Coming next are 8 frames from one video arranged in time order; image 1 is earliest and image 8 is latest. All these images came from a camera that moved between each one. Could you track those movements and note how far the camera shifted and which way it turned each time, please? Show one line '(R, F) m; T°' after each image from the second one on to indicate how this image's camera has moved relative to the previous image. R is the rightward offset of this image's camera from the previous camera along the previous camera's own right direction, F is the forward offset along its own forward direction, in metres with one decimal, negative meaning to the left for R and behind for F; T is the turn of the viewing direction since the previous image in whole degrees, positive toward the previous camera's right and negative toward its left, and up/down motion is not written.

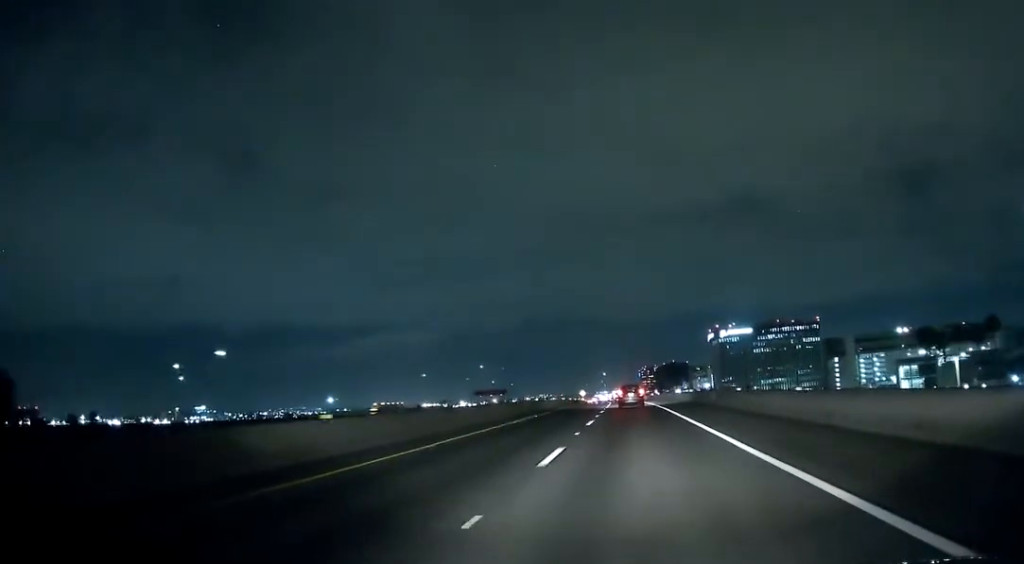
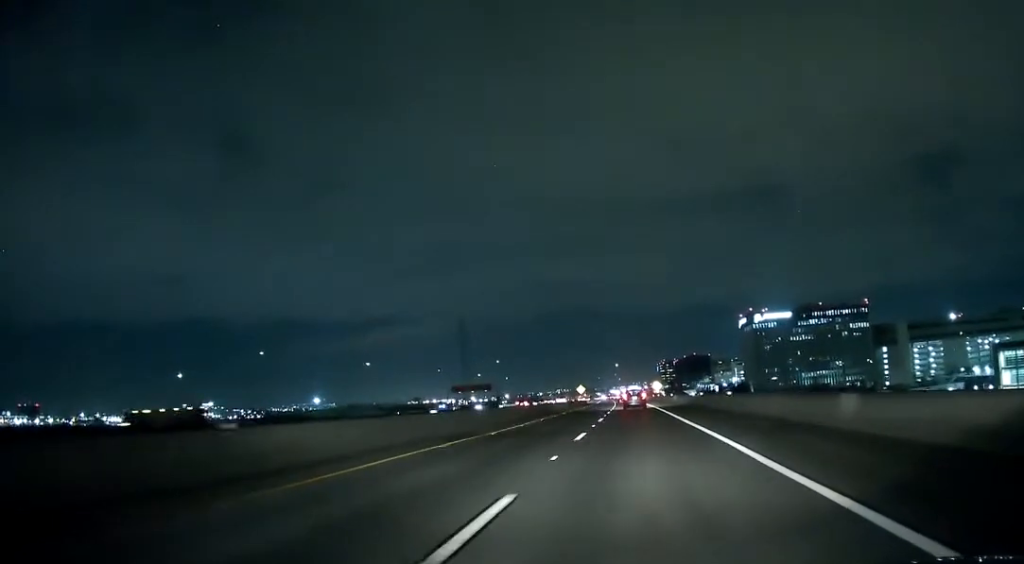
(-1.0, +65.4) m; -1°
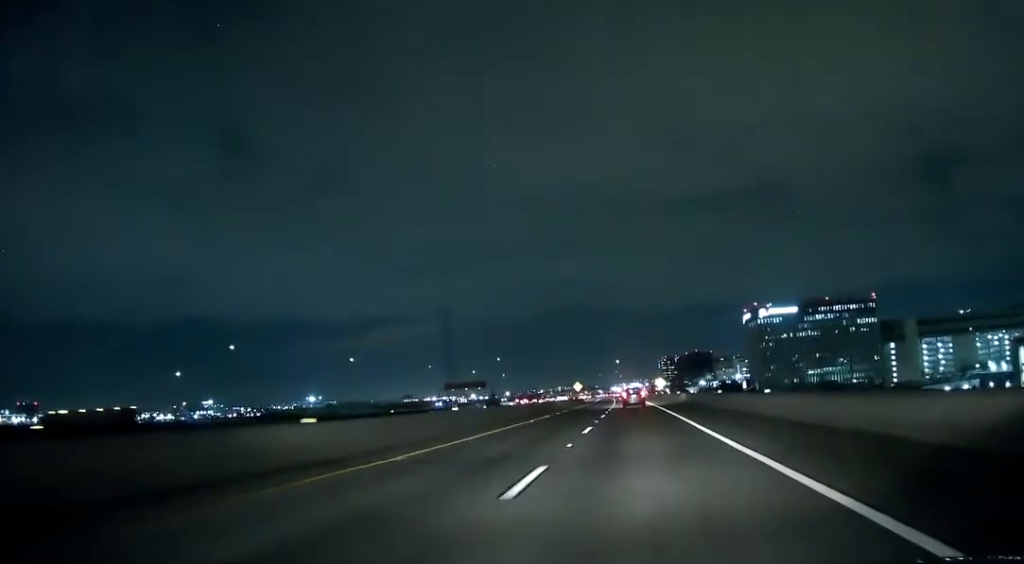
(0.0, +11.7) m; 0°
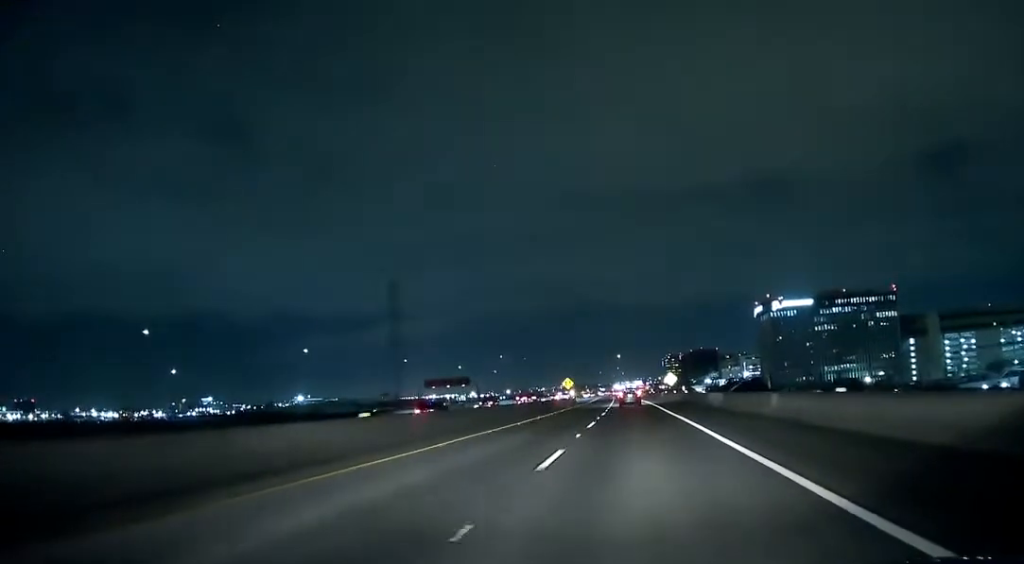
(-0.1, +25.9) m; 0°
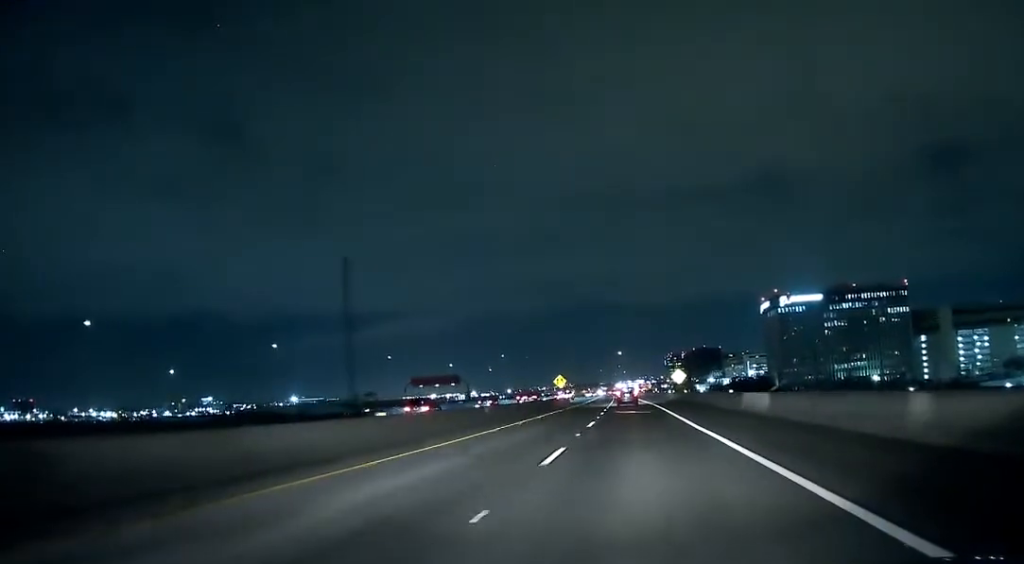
(0.0, +14.3) m; 0°
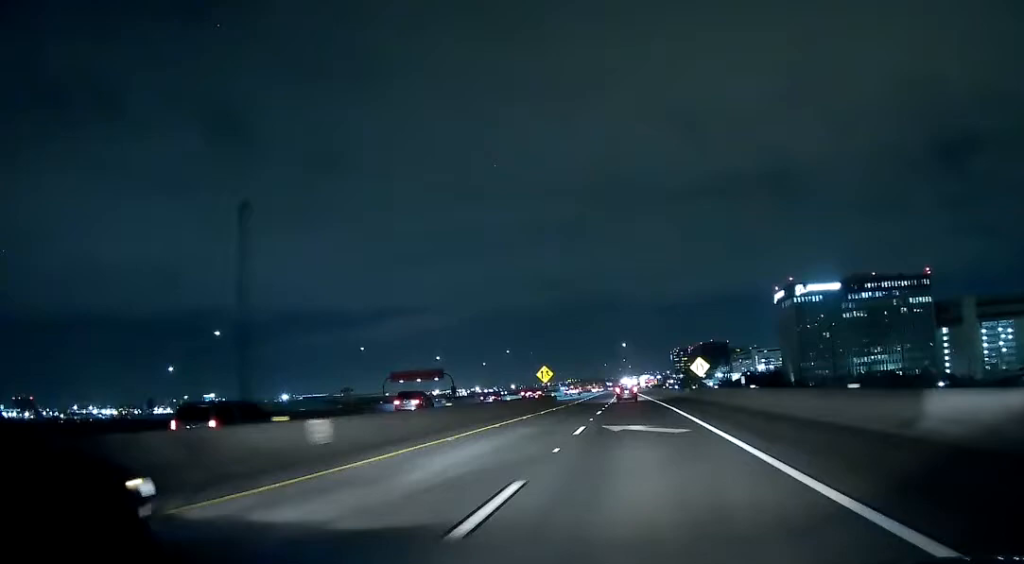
(-0.1, +20.6) m; -1°
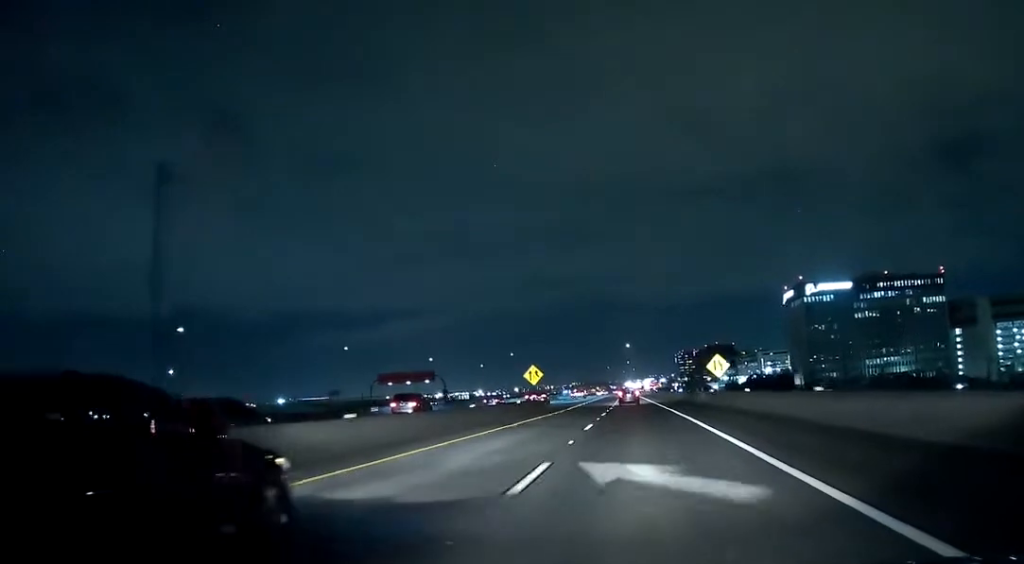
(-0.1, +11.6) m; 0°
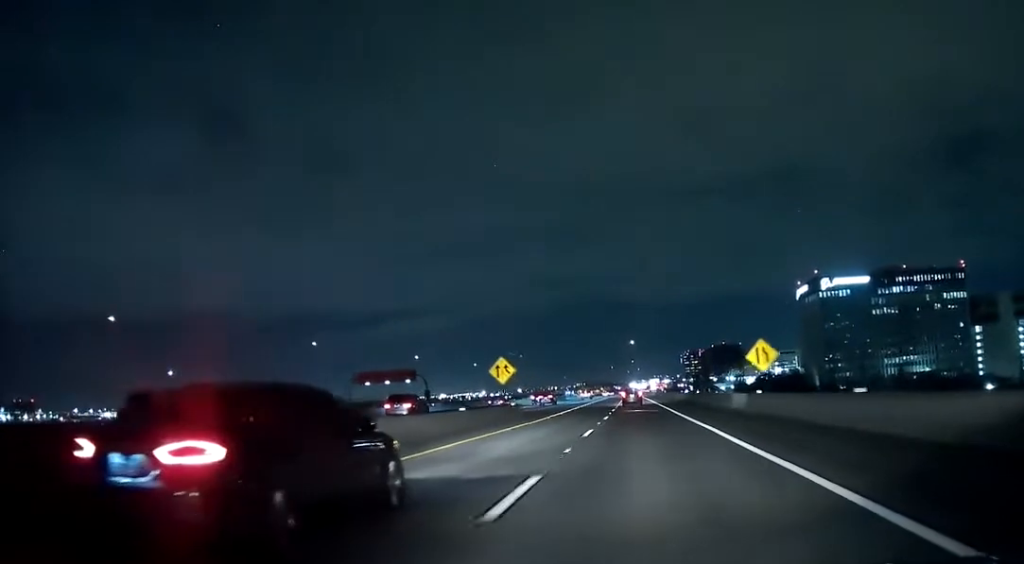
(0.0, +16.5) m; 0°
